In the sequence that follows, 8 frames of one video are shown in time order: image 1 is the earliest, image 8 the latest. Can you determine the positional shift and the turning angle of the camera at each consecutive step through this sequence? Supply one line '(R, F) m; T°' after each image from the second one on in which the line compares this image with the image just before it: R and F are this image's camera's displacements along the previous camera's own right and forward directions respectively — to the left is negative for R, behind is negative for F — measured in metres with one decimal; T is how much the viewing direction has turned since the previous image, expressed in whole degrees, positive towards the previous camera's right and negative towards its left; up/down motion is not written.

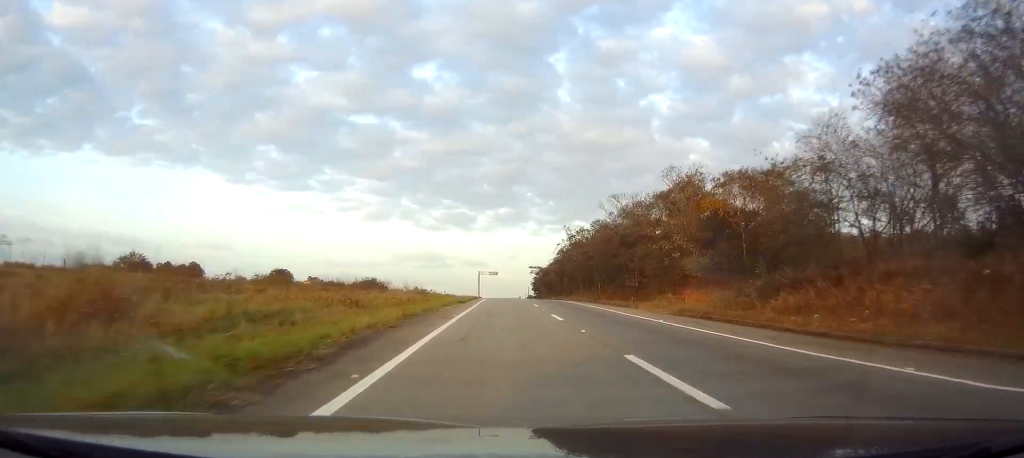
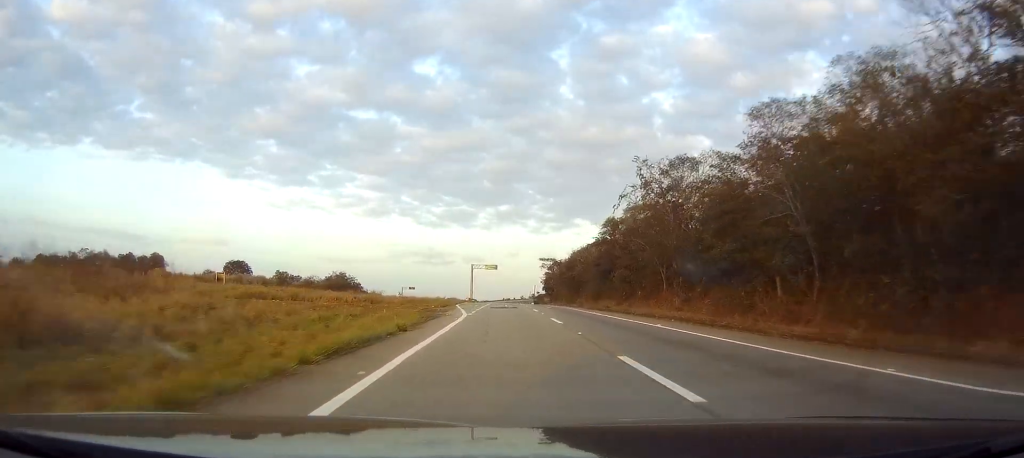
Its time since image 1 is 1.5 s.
(+0.4, +48.4) m; 0°
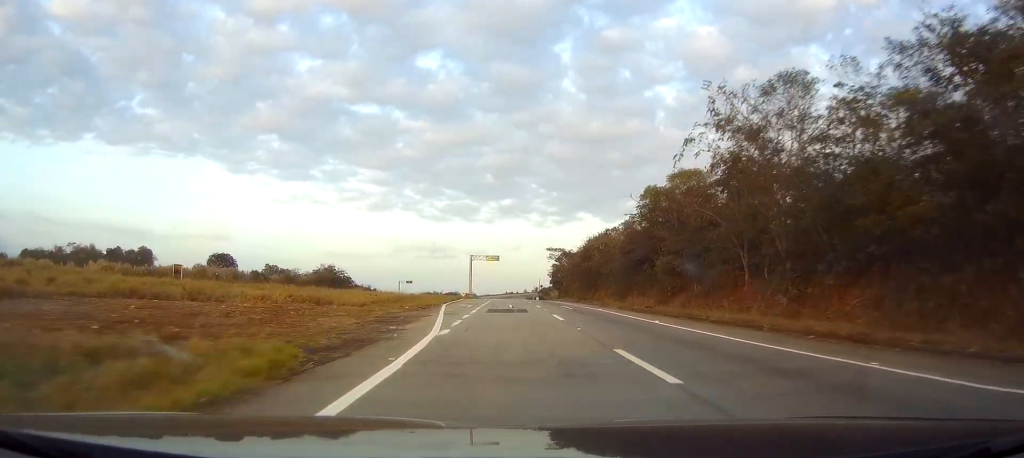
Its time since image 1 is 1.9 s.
(0.0, +15.5) m; 0°
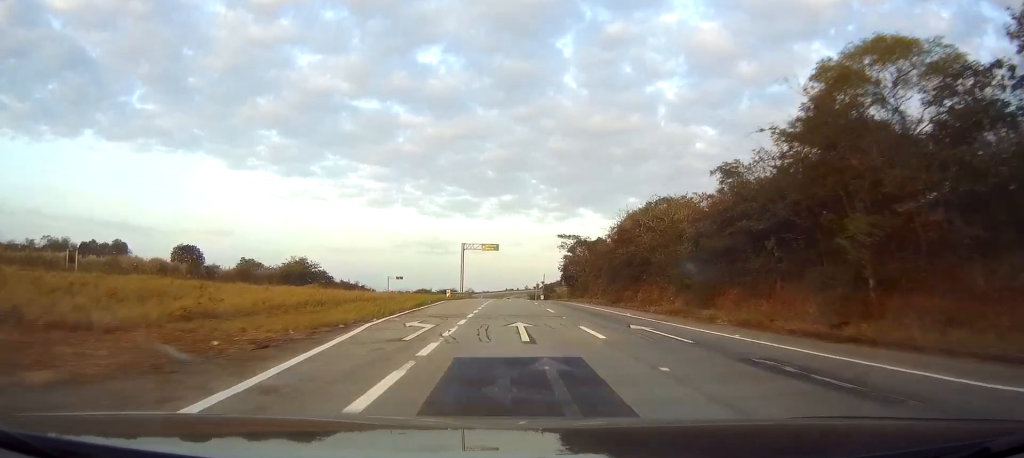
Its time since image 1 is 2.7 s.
(0.0, +25.5) m; 0°
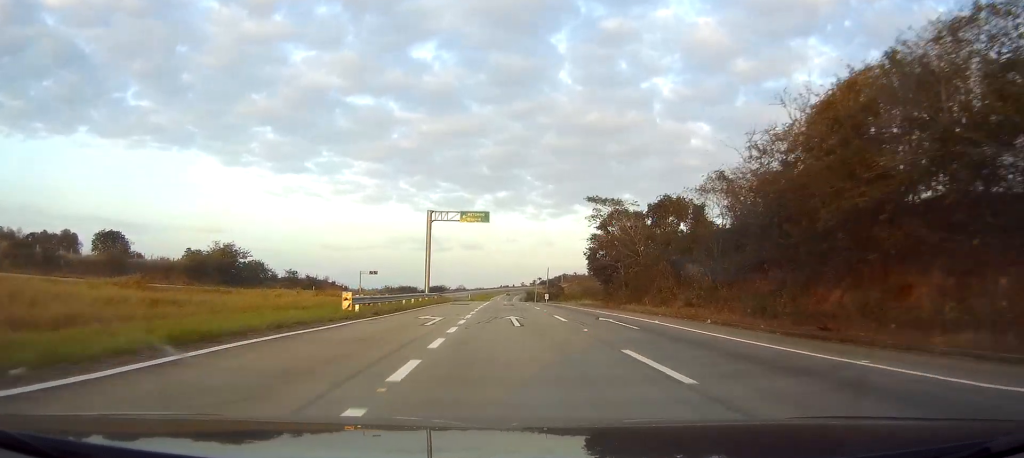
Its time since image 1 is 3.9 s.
(+0.1, +40.5) m; 0°
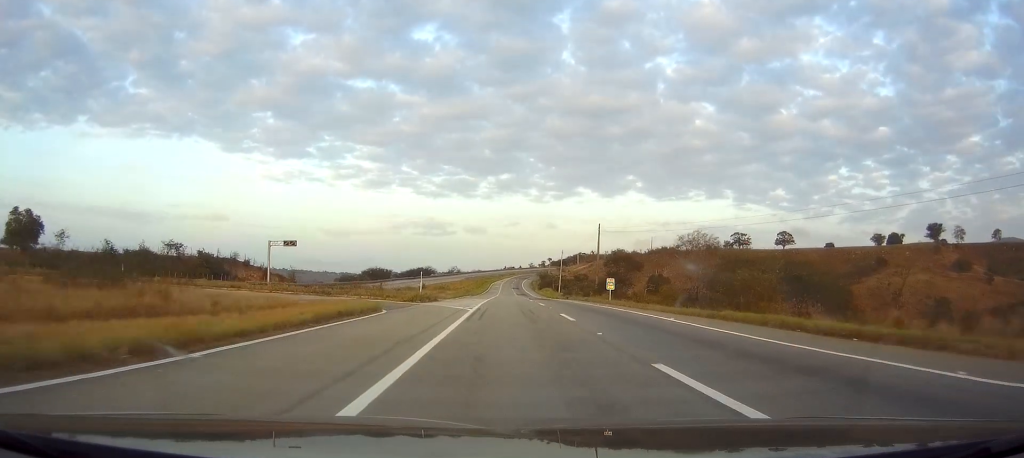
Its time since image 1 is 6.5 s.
(+0.1, +84.0) m; 0°
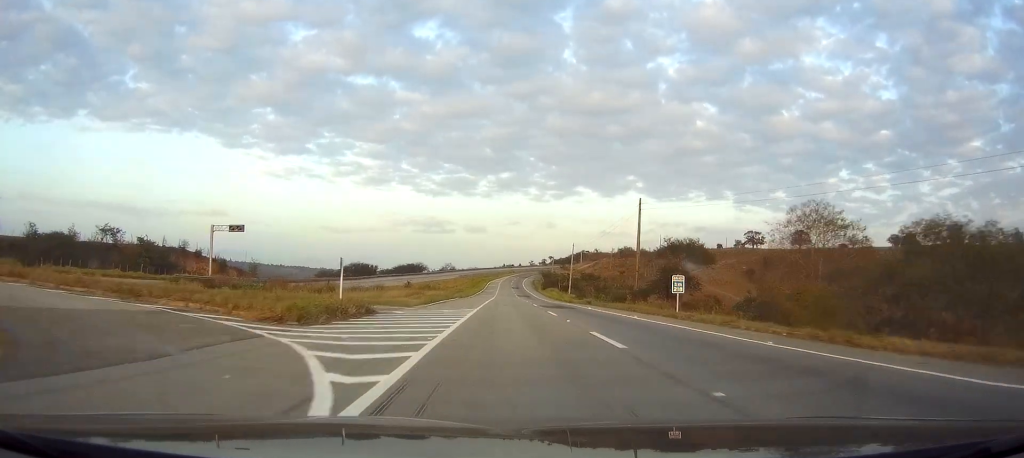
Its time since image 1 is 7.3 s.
(0.0, +25.1) m; 0°
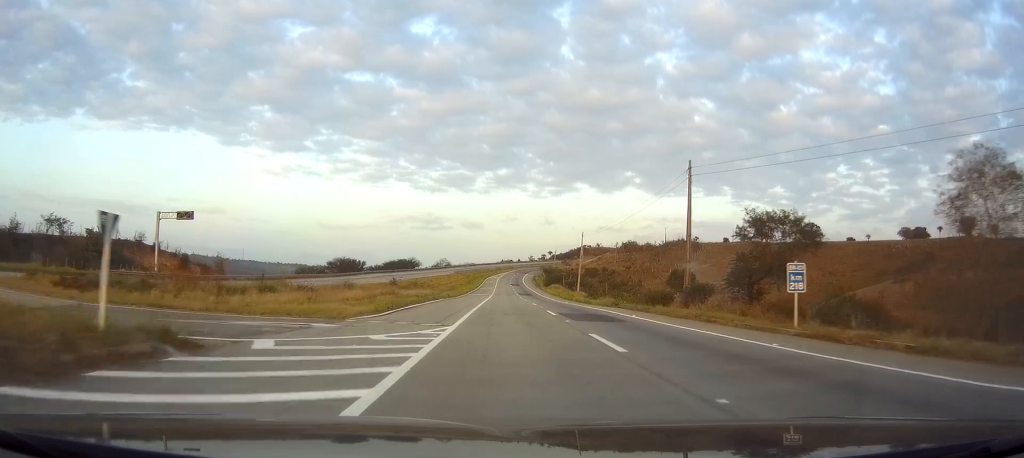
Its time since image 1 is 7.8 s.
(0.0, +16.4) m; 0°
